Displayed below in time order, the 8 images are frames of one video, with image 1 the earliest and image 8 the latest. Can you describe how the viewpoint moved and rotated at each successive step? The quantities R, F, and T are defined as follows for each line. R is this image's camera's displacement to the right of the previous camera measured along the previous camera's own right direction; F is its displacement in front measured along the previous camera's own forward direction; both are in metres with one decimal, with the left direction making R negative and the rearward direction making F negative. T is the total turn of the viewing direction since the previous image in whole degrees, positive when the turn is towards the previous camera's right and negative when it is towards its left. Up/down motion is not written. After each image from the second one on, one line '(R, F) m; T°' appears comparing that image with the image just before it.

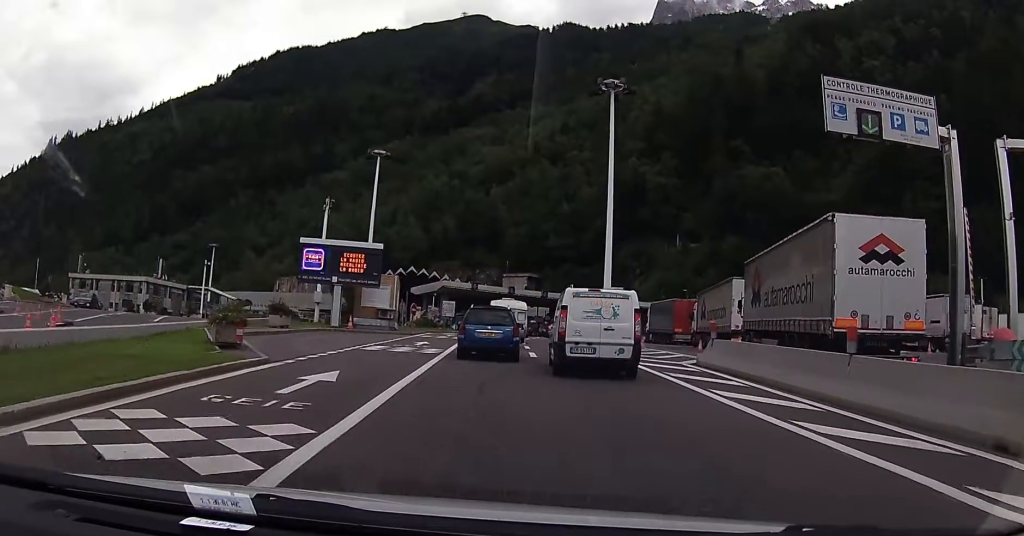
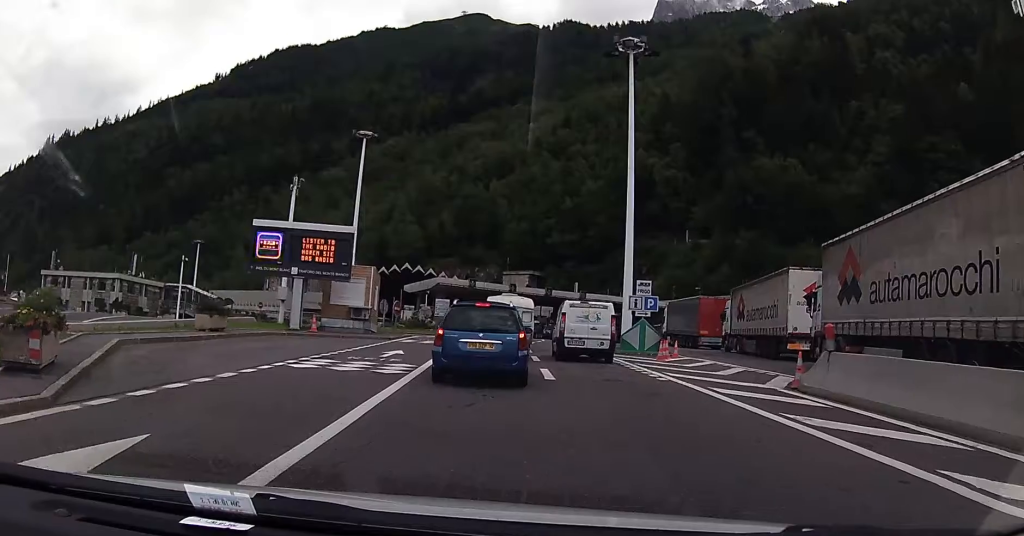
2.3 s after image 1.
(0.0, +9.4) m; 0°
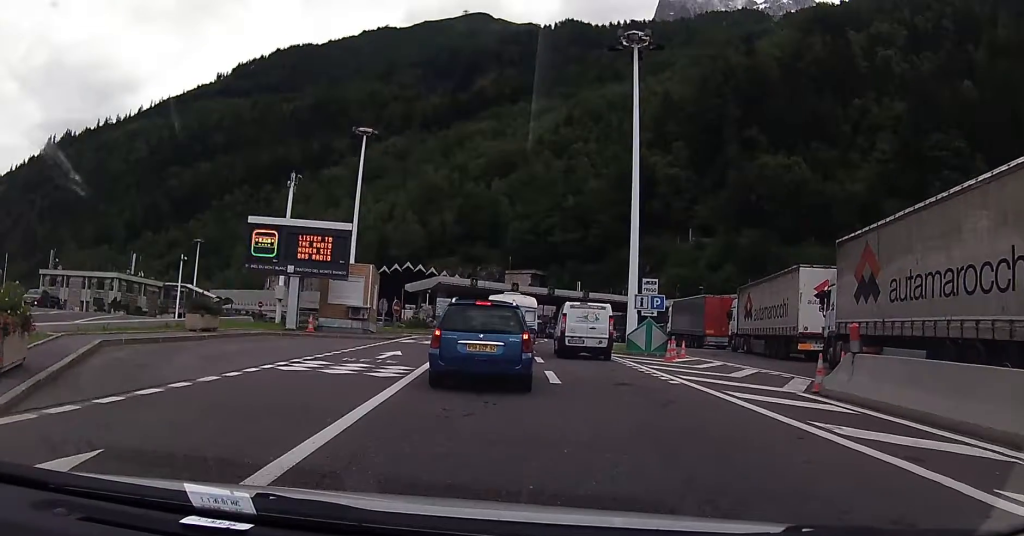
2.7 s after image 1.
(0.0, +1.1) m; 0°
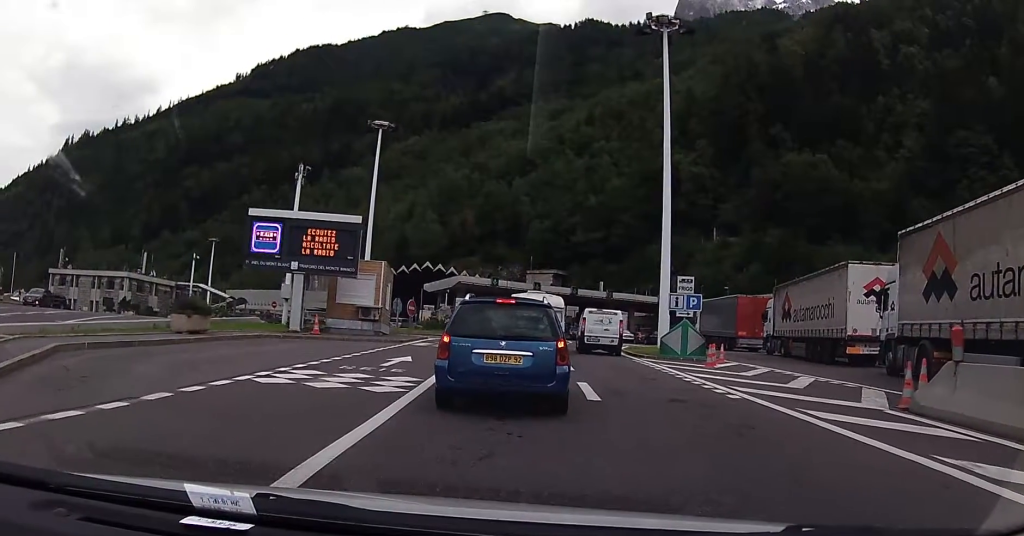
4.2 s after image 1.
(0.0, +3.4) m; 0°
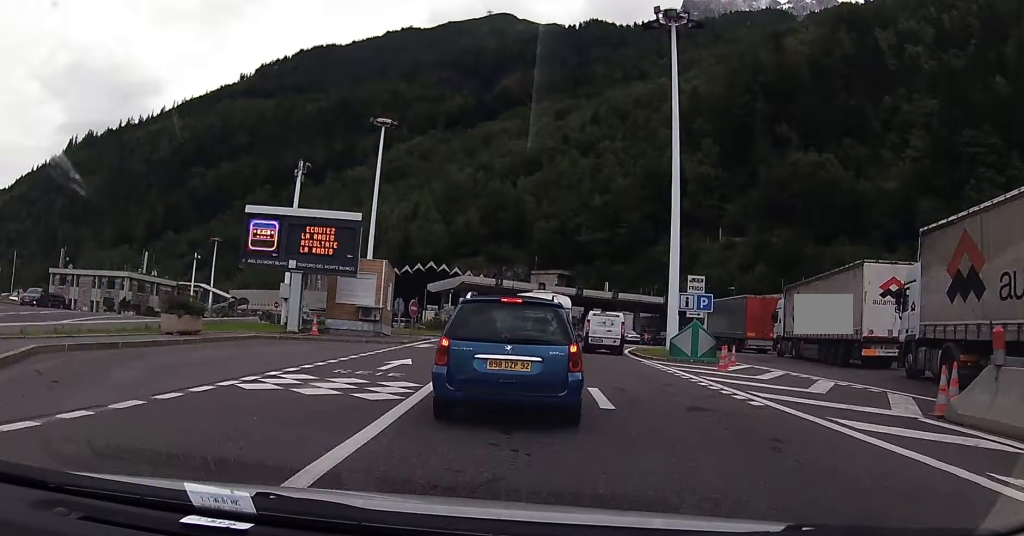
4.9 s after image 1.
(0.0, +1.0) m; 0°
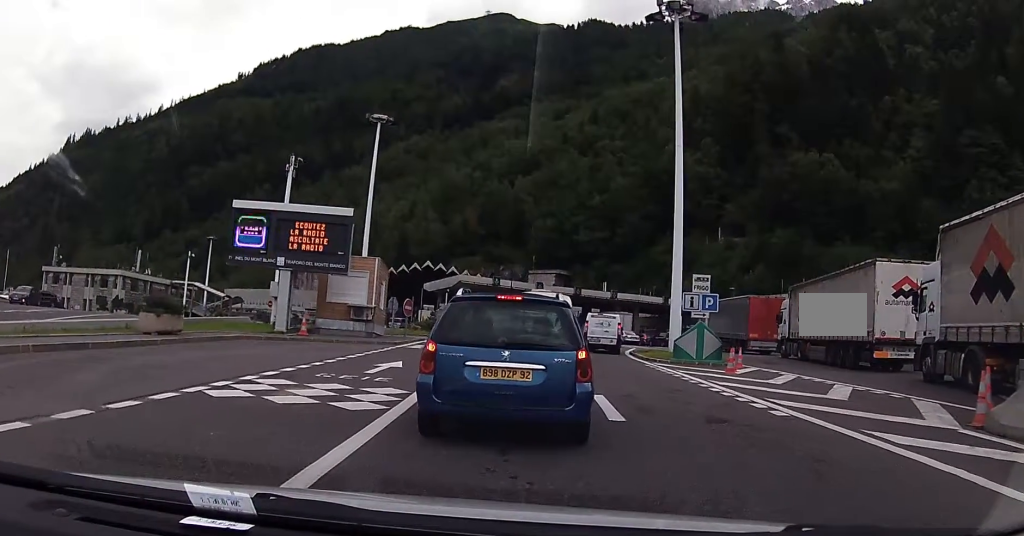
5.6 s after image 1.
(0.0, +1.0) m; 0°
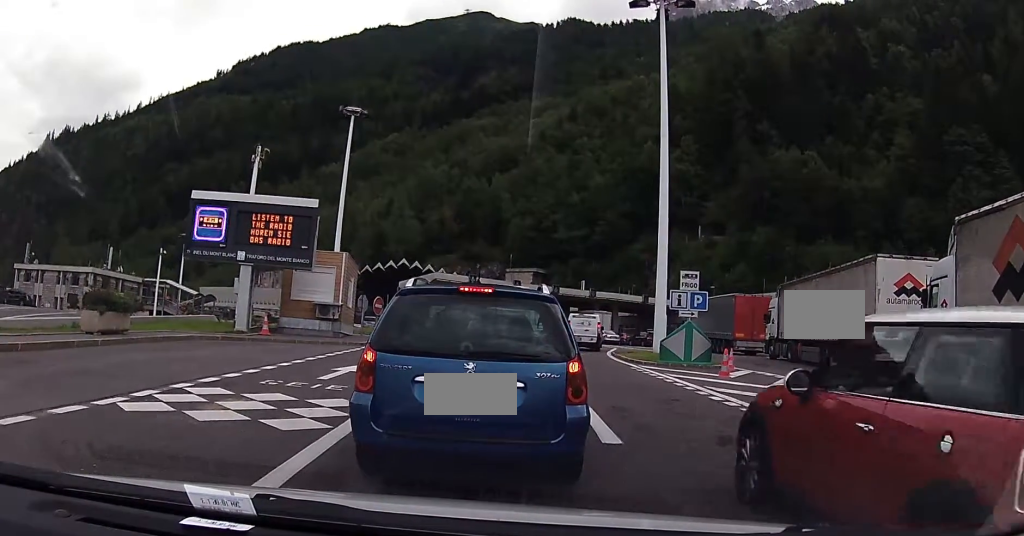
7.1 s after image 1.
(0.0, +1.7) m; 0°
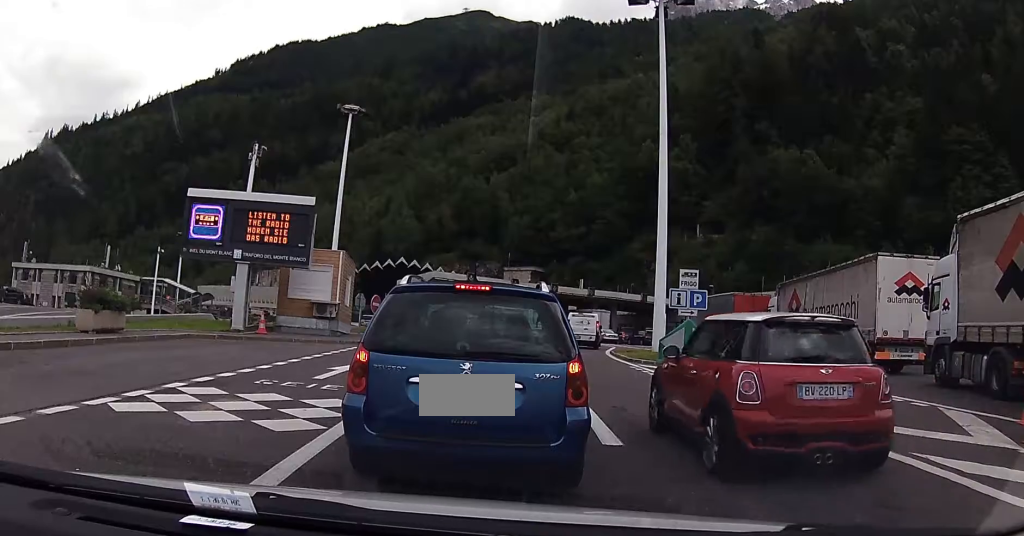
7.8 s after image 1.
(+0.1, +0.6) m; 0°
